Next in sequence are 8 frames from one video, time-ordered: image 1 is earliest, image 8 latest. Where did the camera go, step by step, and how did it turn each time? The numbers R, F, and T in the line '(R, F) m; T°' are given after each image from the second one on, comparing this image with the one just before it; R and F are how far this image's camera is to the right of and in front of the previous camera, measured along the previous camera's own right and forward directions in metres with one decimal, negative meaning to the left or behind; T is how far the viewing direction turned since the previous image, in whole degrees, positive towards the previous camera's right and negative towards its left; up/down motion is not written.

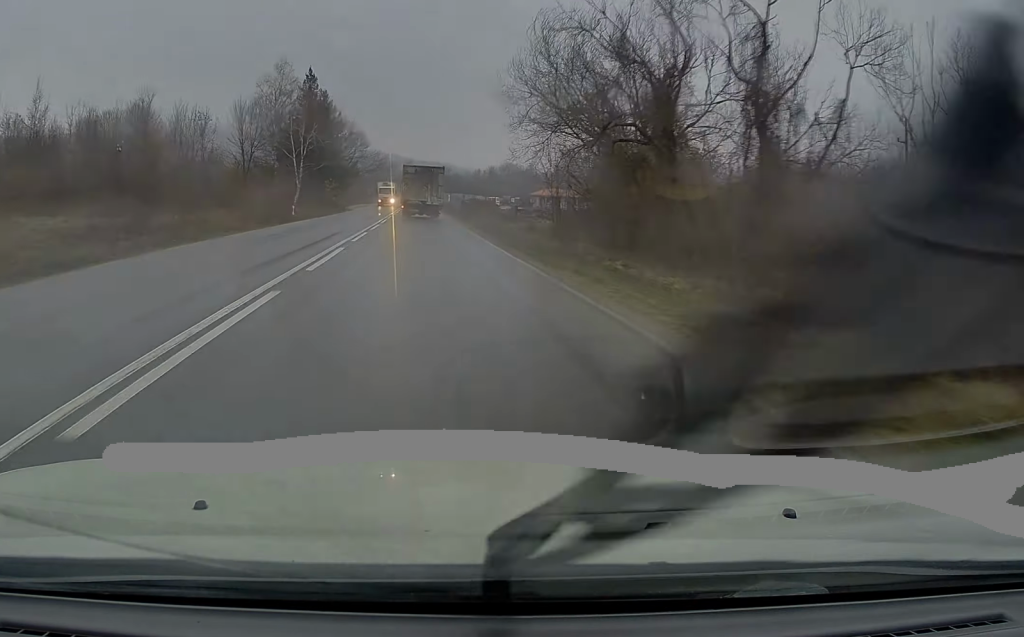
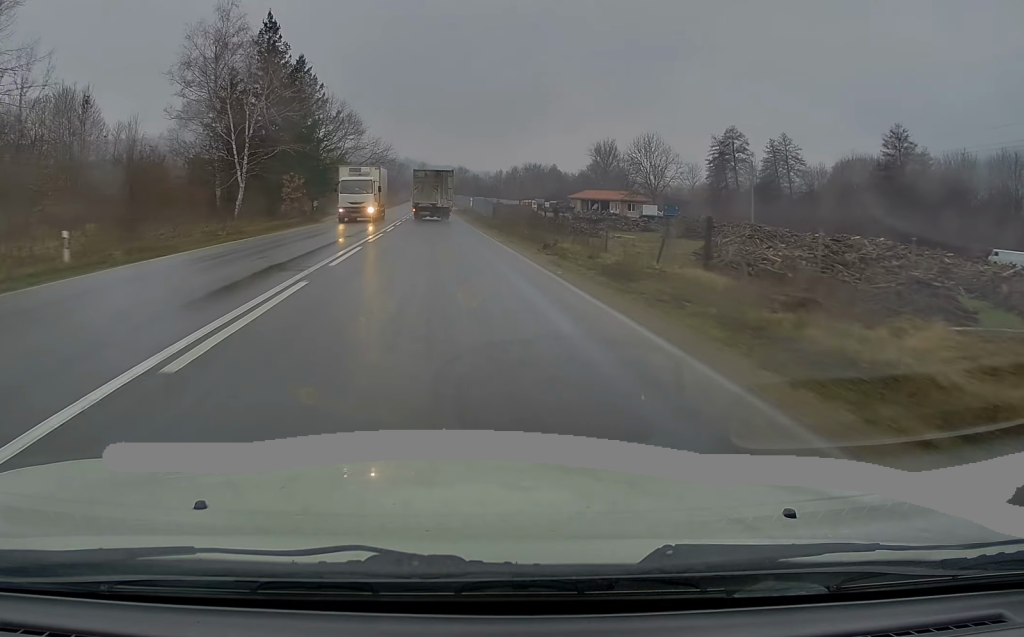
(-0.6, +33.9) m; -2°
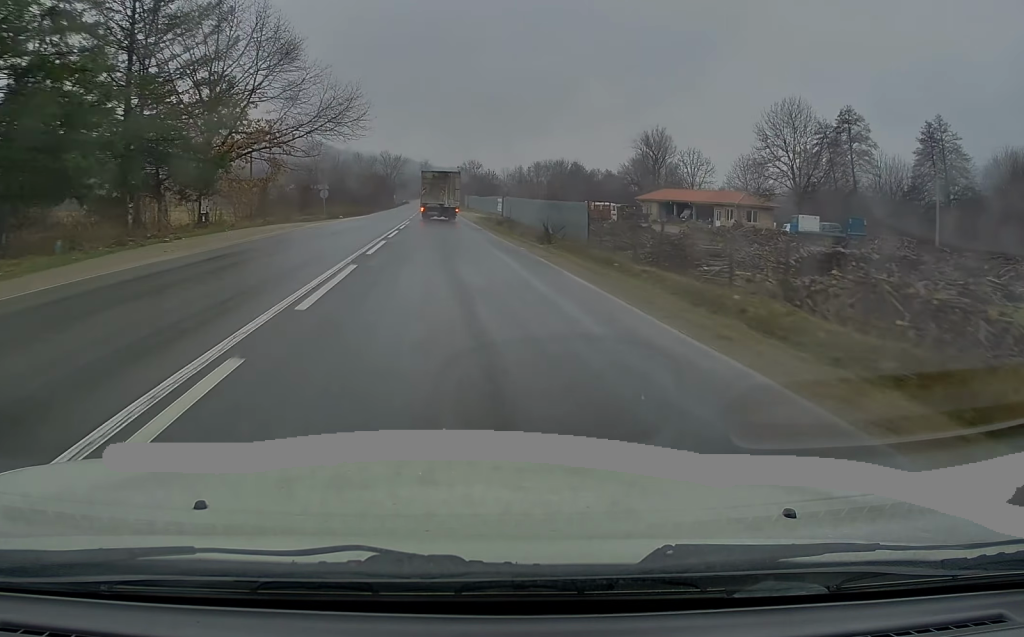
(0.0, +49.5) m; 0°
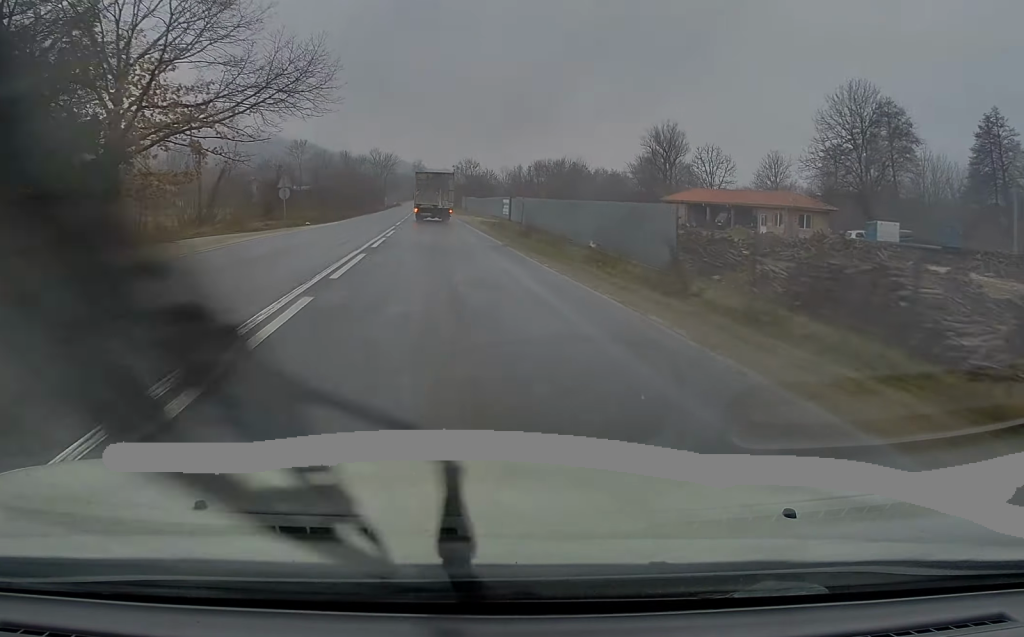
(0.0, +14.1) m; 0°
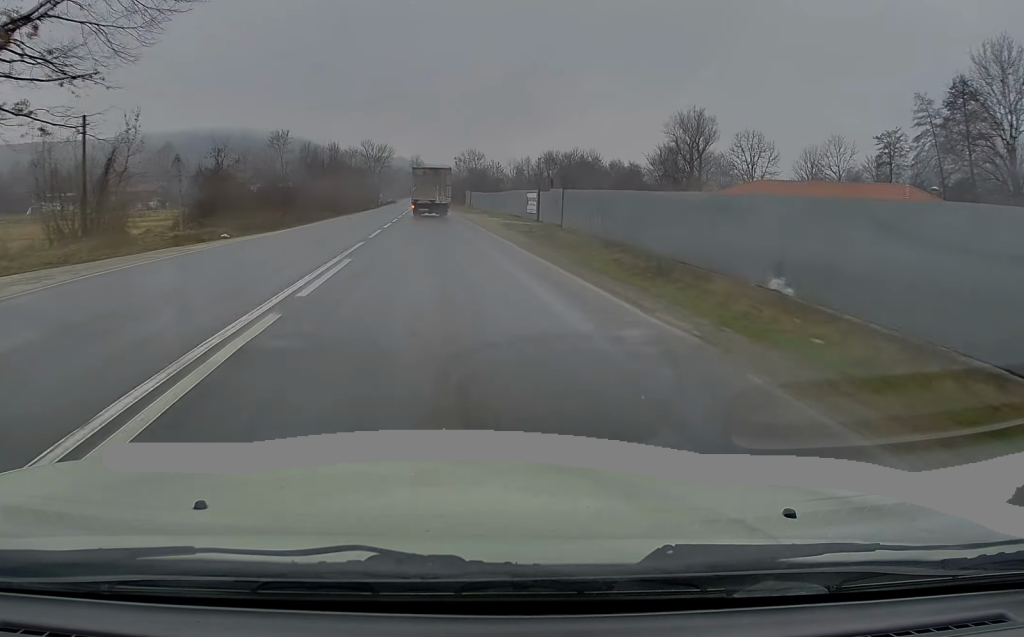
(0.0, +19.2) m; +1°
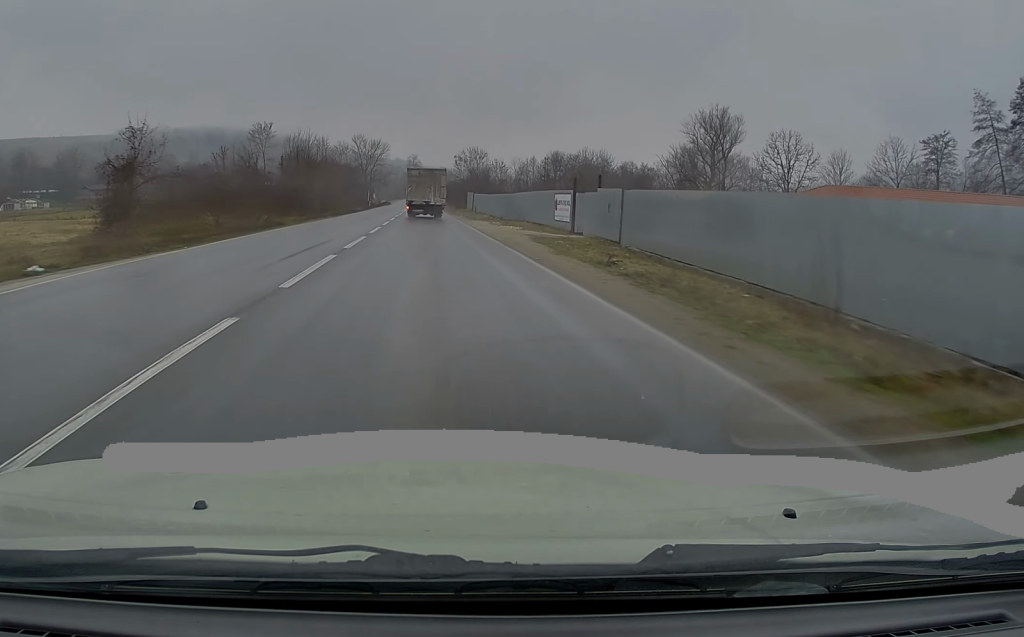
(0.0, +13.9) m; 0°
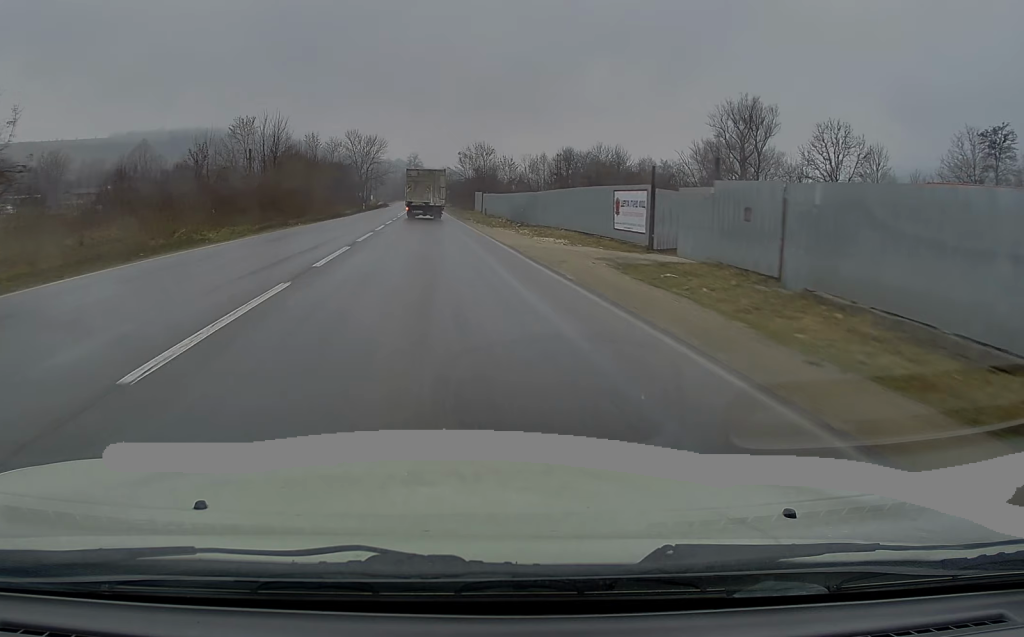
(+0.2, +13.9) m; 0°
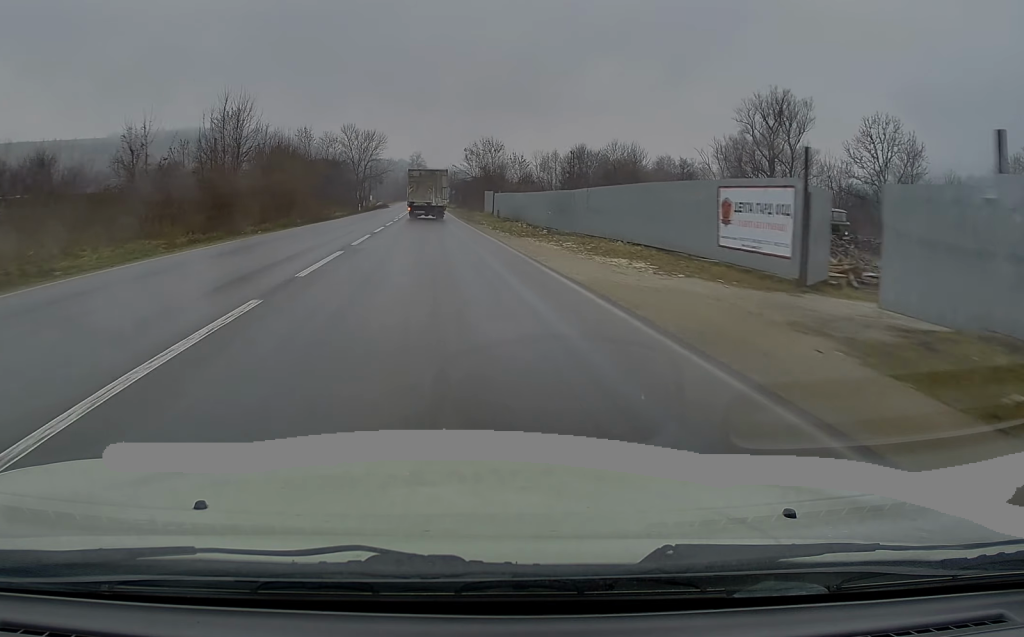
(-0.1, +10.9) m; -1°
